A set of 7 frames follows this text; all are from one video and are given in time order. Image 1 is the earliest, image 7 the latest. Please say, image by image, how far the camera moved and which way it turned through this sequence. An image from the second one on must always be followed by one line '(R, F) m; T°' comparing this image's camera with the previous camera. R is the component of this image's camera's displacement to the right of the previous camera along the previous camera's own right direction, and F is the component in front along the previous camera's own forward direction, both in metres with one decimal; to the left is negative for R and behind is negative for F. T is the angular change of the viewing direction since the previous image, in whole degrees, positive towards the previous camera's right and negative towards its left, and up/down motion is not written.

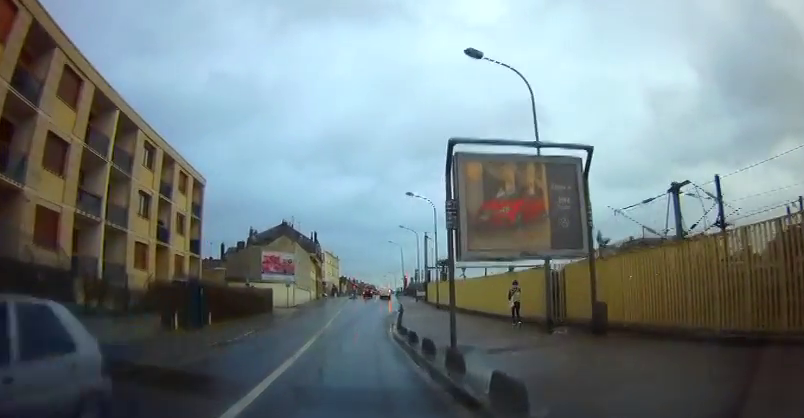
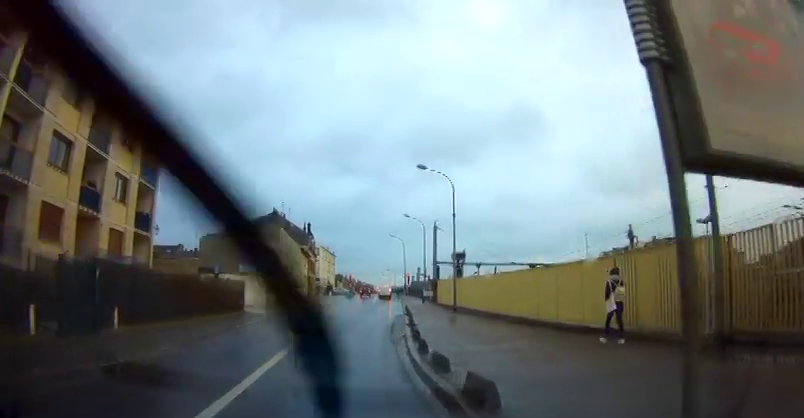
(0.0, +9.1) m; -1°
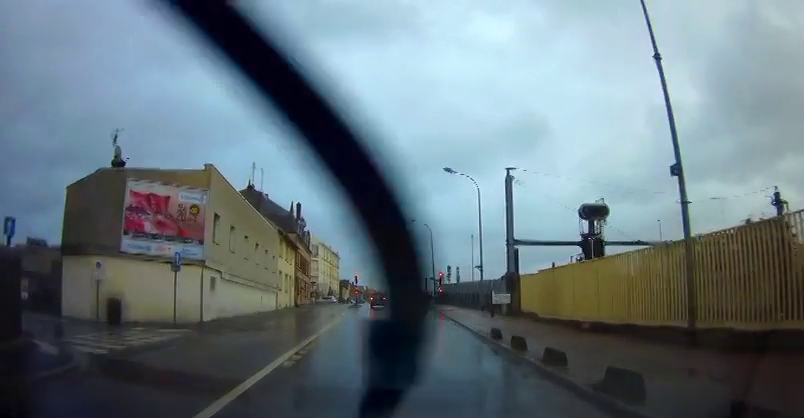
(+0.4, +24.6) m; +2°
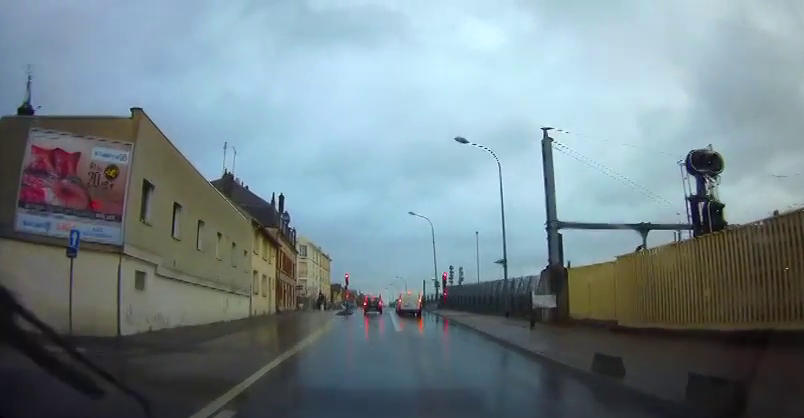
(-0.1, +7.7) m; -1°
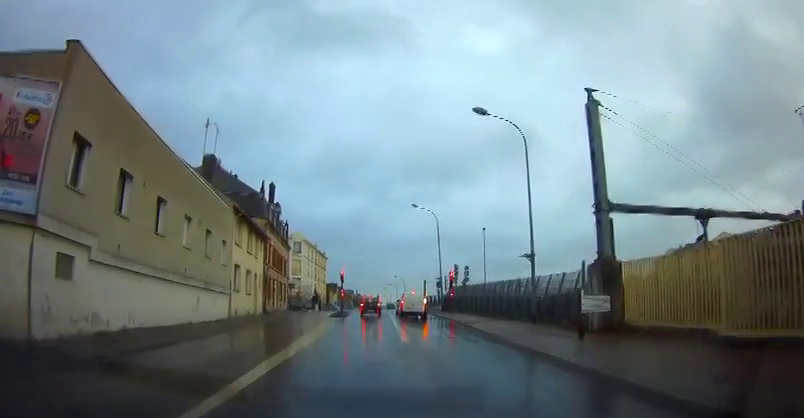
(-0.2, +4.9) m; +1°
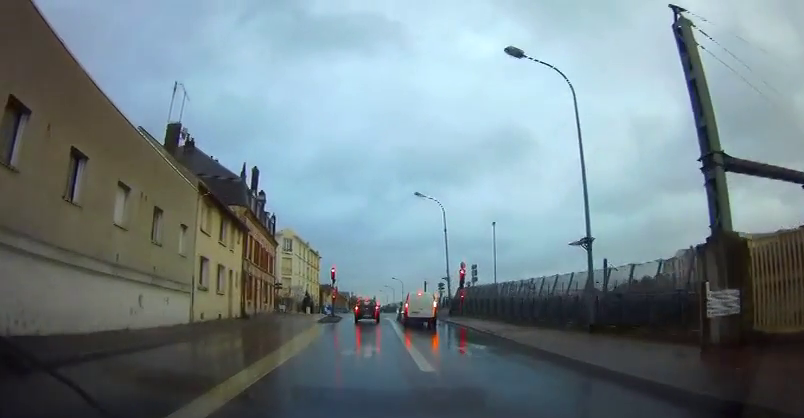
(+0.3, +6.4) m; 0°
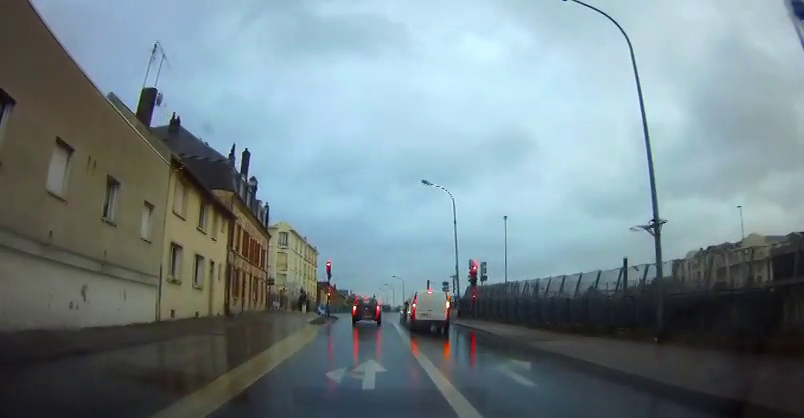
(0.0, +4.3) m; 0°
